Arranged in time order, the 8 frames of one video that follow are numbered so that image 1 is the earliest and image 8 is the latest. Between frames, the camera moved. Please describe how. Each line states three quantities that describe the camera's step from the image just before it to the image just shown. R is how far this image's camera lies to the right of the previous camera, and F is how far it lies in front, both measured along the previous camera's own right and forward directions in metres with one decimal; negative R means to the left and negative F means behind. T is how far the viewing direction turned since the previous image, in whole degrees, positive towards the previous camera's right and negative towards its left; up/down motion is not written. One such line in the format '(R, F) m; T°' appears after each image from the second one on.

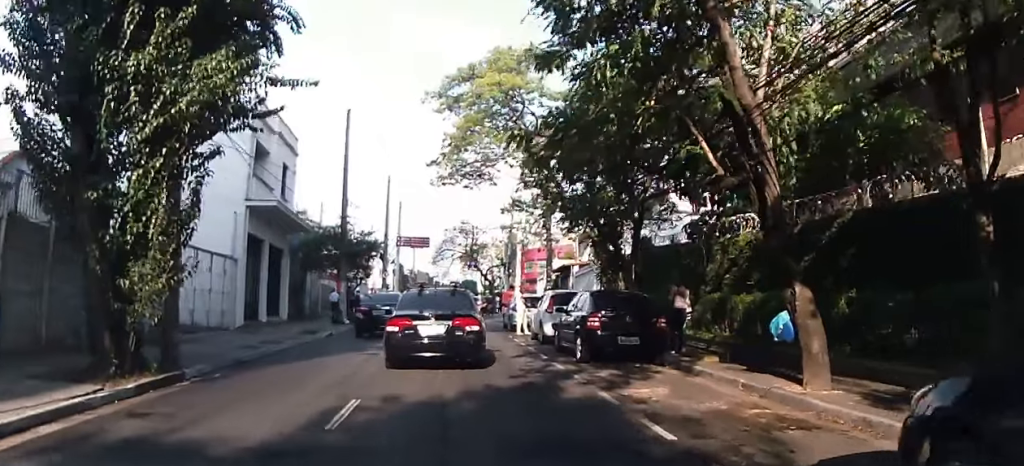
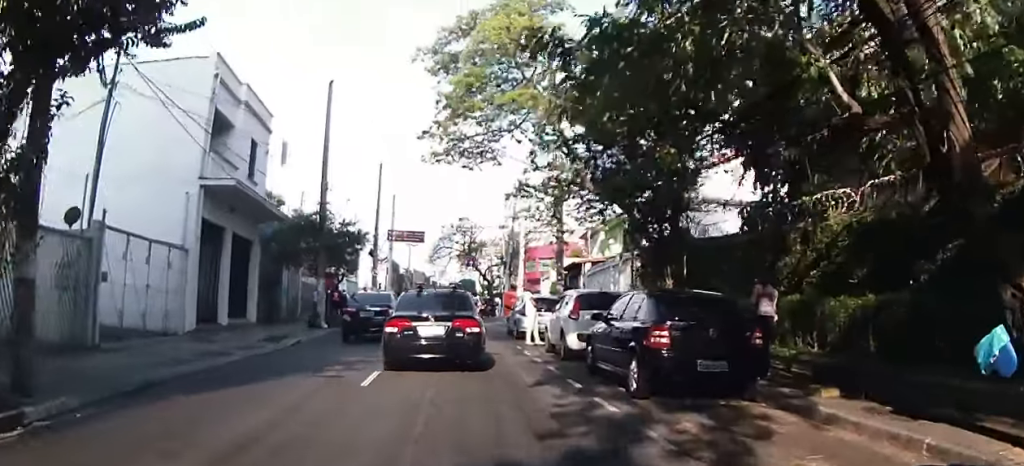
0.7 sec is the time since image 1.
(-0.1, +4.3) m; 0°
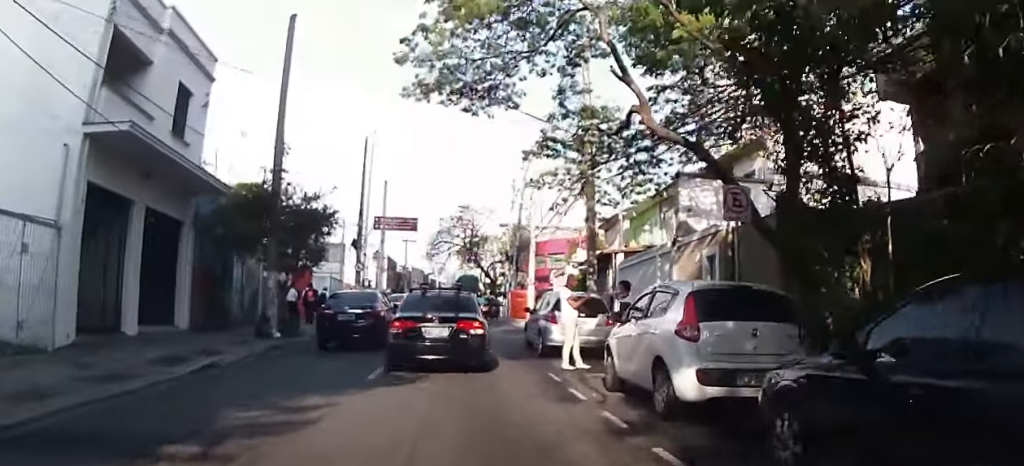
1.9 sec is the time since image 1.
(+0.1, +7.0) m; 0°
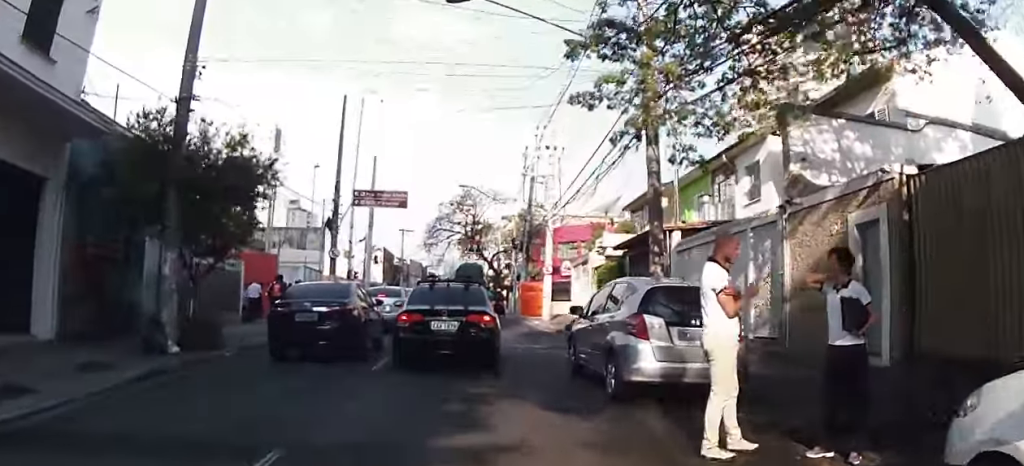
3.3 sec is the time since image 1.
(-0.1, +6.9) m; +1°
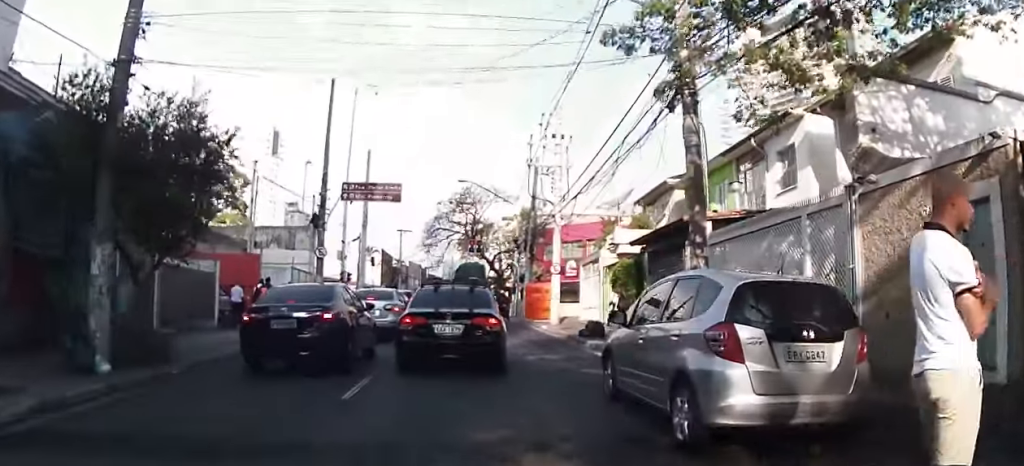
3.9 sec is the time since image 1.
(0.0, +2.6) m; +2°
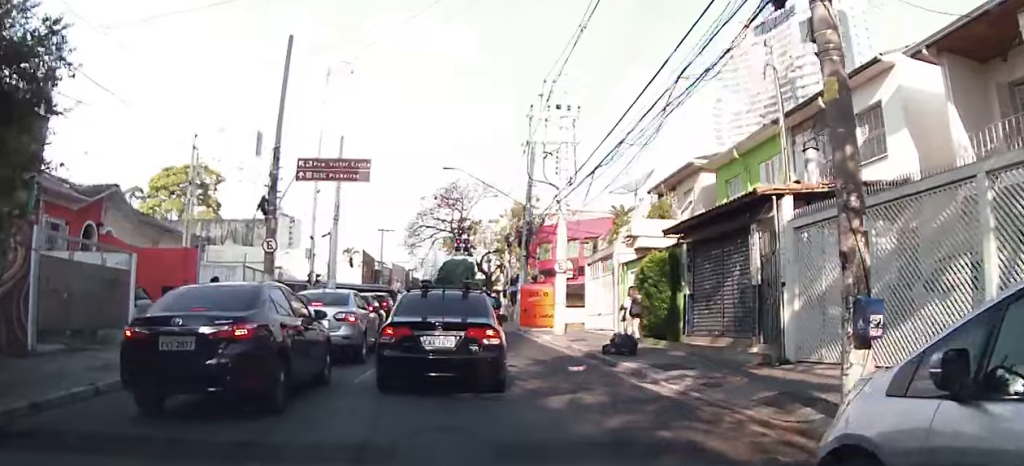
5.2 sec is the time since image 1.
(+0.3, +5.2) m; +4°
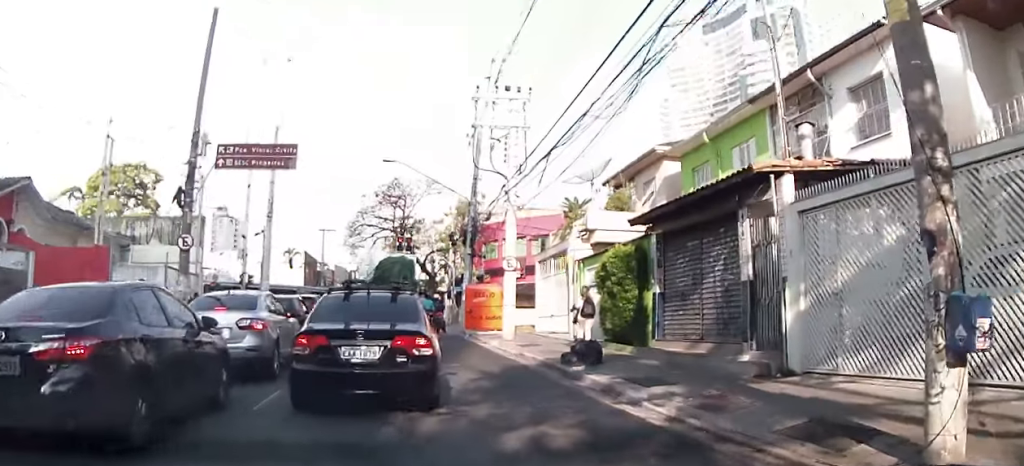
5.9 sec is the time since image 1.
(0.0, +2.5) m; +2°
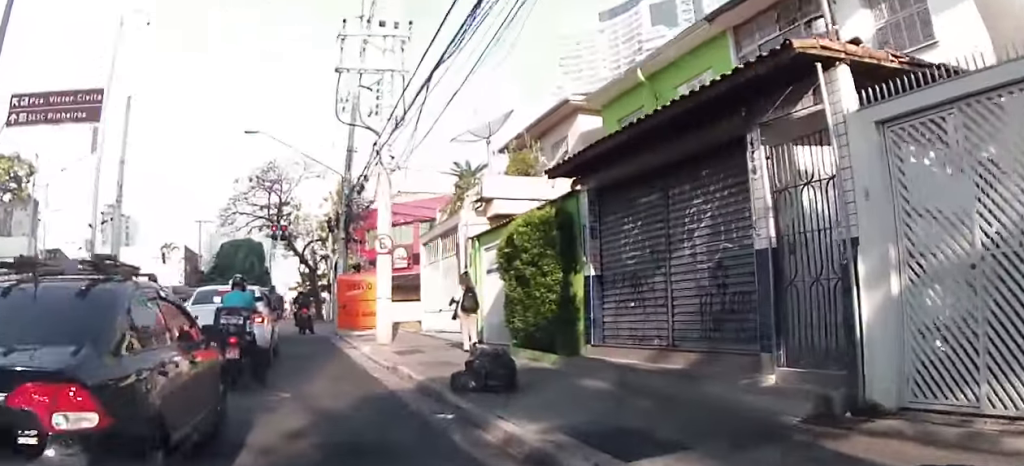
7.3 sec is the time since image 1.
(+0.2, +5.1) m; +5°
